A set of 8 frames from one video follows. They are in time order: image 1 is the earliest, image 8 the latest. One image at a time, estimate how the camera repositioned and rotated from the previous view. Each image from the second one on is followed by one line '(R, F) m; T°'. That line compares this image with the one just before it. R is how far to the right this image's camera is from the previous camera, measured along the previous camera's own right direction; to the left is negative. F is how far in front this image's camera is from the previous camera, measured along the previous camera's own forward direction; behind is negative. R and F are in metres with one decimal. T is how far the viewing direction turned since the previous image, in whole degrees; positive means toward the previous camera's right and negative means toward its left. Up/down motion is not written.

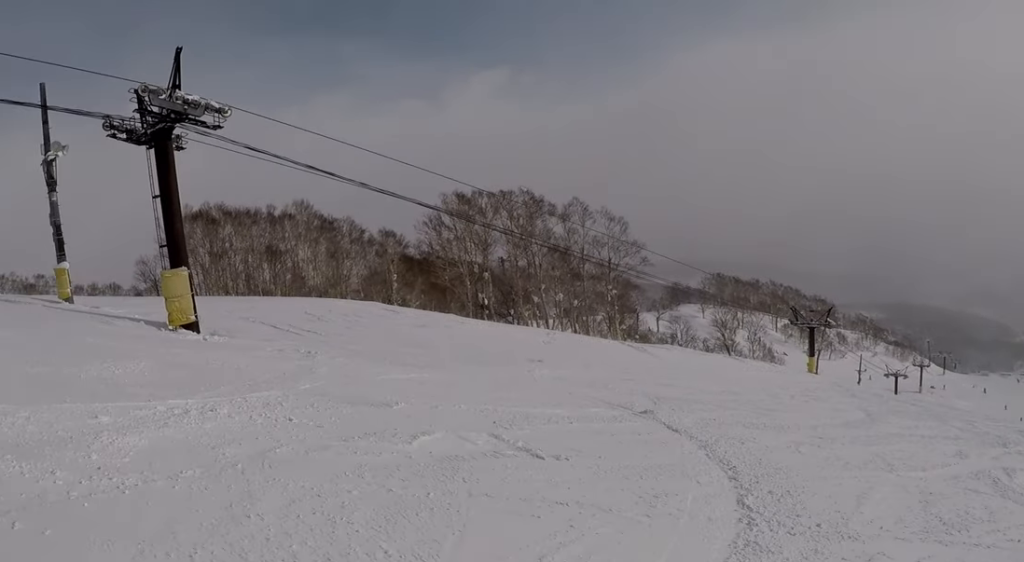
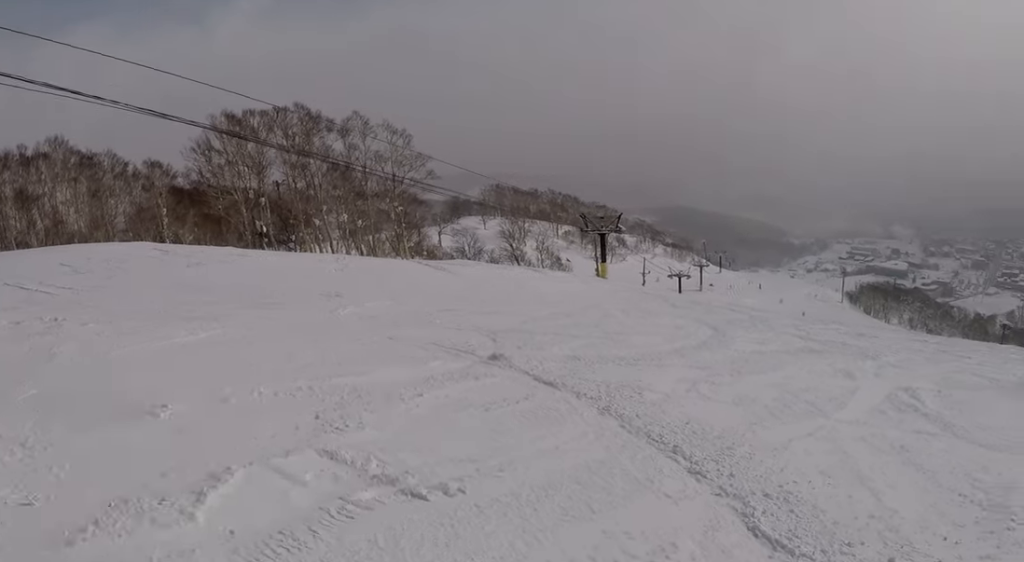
(+0.4, +3.4) m; +18°
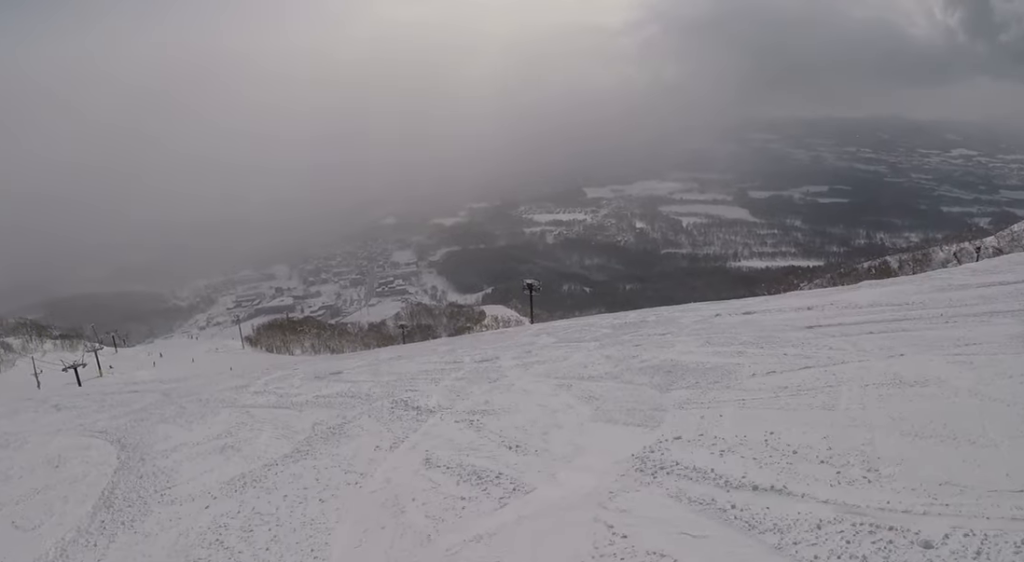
(+5.0, +7.8) m; +57°
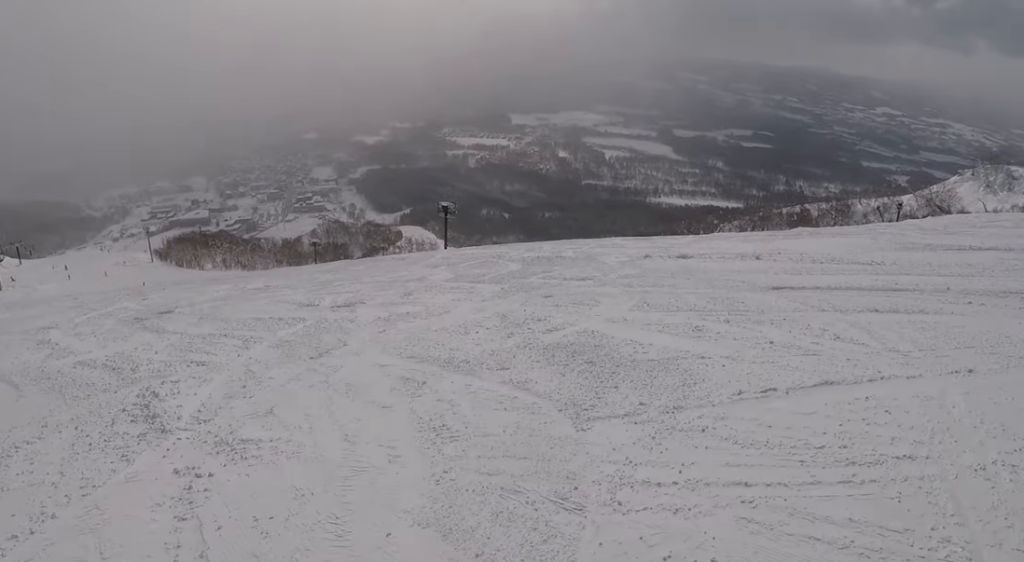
(+1.1, +4.1) m; -3°
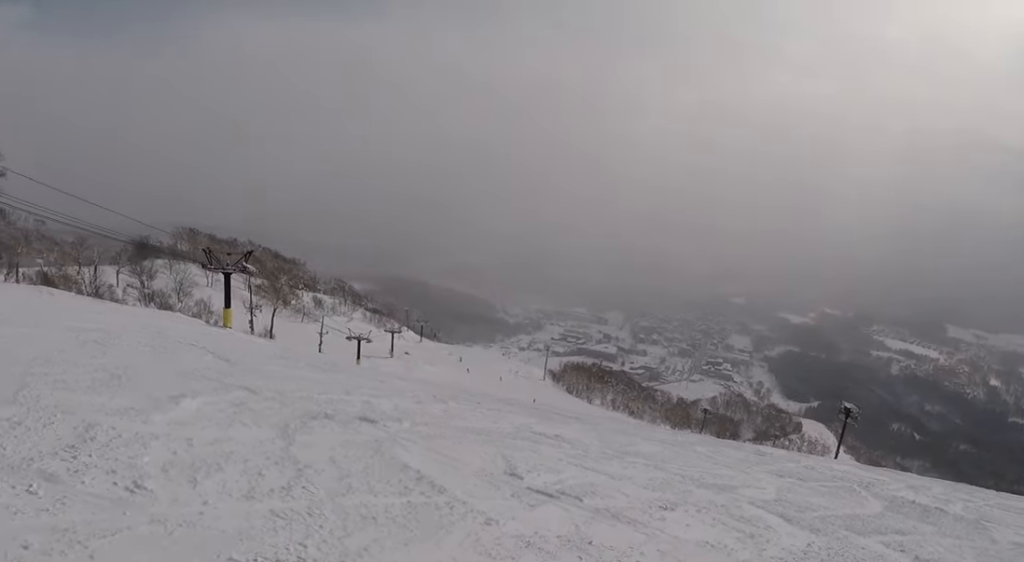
(-1.1, +4.6) m; -15°
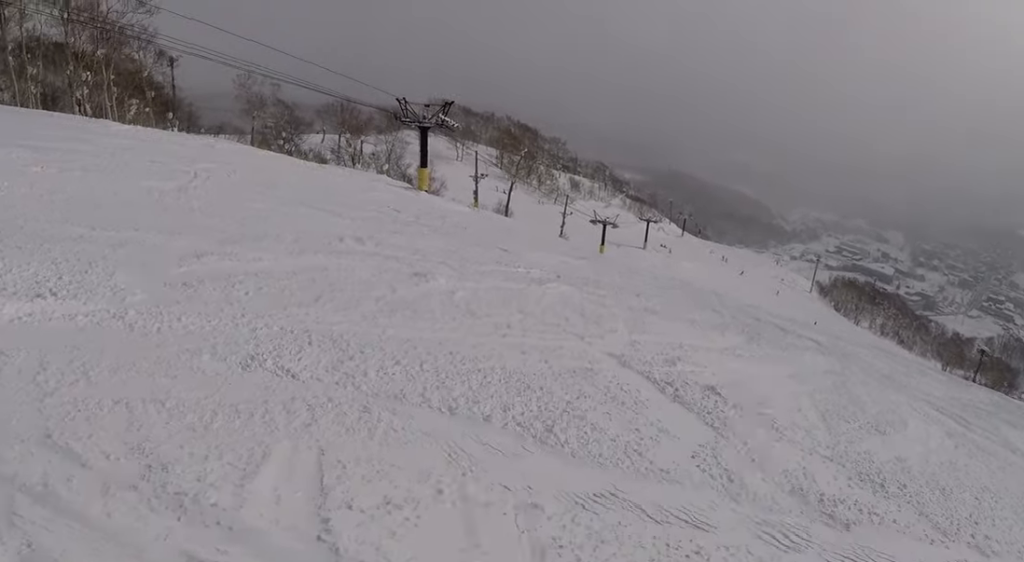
(-3.7, +9.7) m; -47°
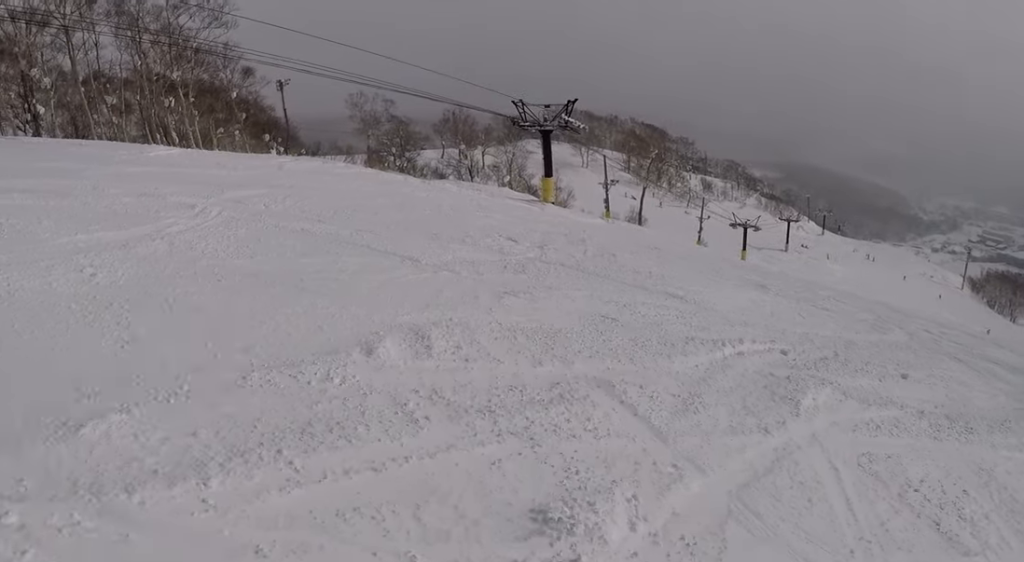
(-1.7, +6.0) m; -12°
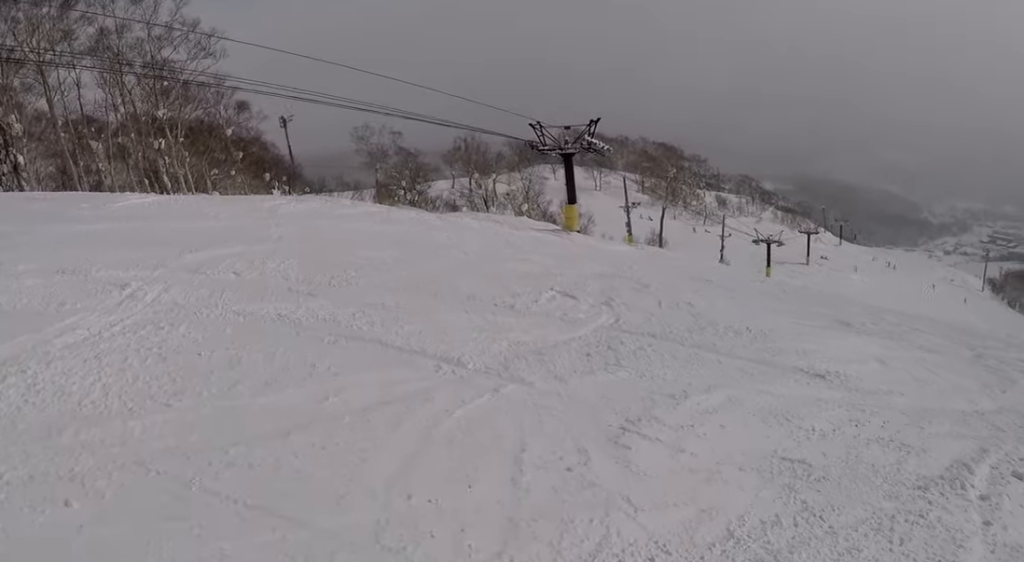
(-0.3, +3.8) m; +10°
